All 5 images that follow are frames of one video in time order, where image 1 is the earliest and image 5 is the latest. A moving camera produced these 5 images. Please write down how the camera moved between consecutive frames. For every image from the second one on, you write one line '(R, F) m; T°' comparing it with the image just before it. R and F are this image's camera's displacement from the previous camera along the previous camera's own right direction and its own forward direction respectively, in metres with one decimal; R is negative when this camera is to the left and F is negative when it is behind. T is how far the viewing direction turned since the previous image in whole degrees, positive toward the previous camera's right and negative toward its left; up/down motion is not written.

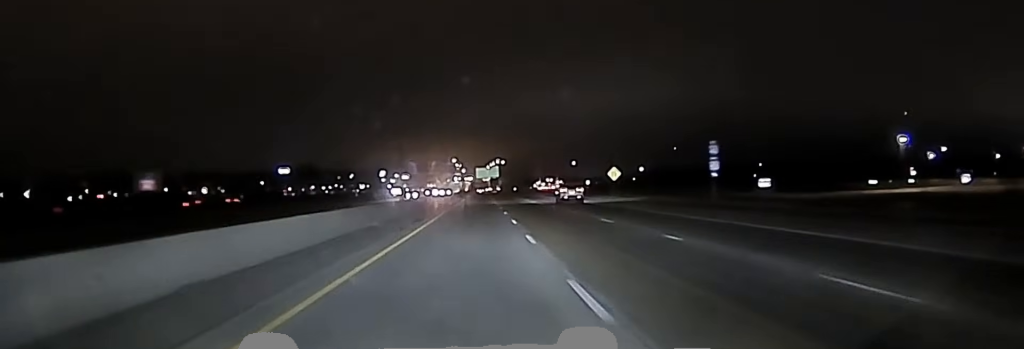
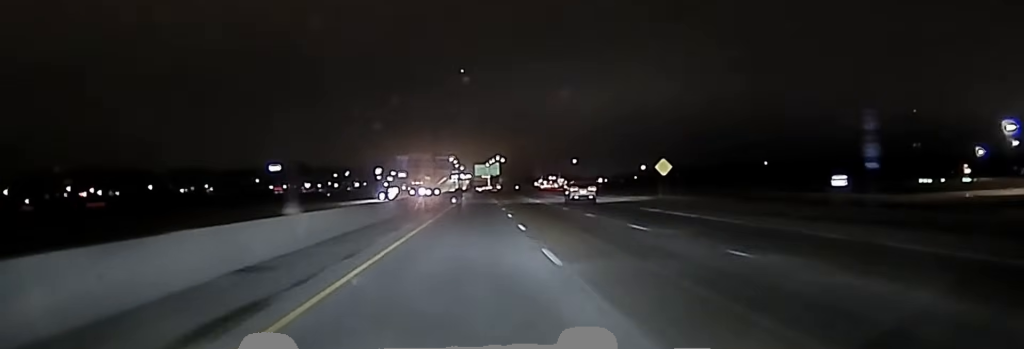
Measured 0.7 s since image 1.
(-0.2, +31.8) m; 0°
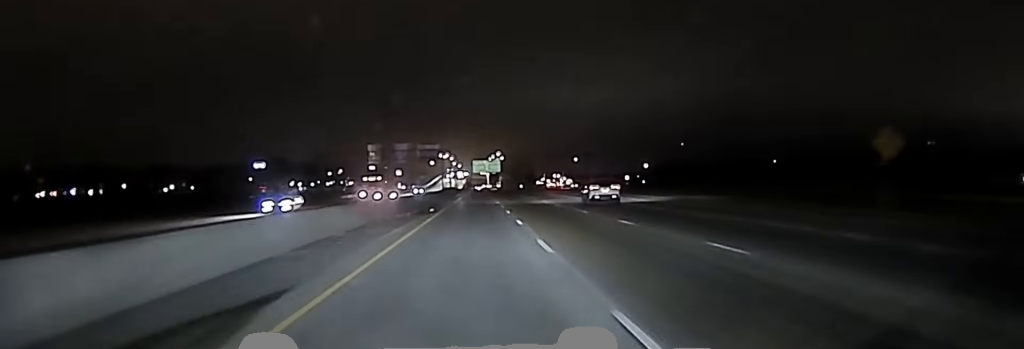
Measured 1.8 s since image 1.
(0.0, +46.4) m; +1°
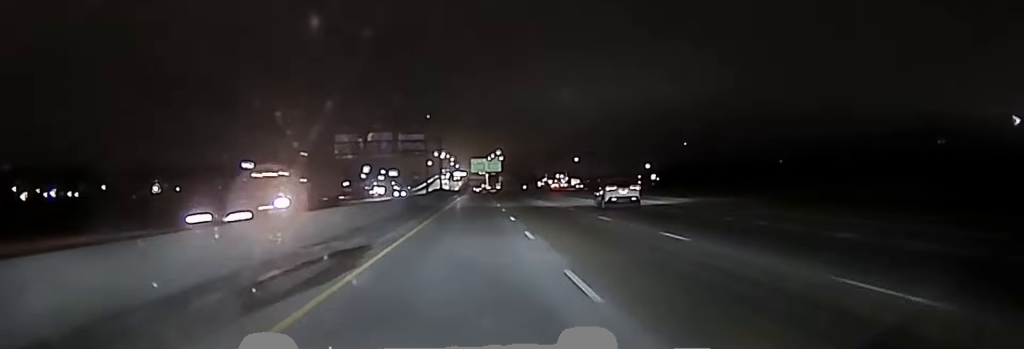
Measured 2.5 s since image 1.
(+0.4, +30.8) m; 0°
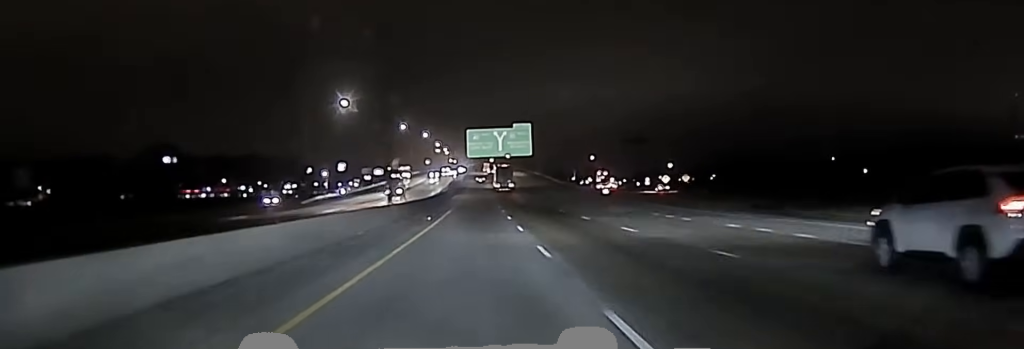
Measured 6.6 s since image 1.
(-1.1, +179.8) m; 0°
